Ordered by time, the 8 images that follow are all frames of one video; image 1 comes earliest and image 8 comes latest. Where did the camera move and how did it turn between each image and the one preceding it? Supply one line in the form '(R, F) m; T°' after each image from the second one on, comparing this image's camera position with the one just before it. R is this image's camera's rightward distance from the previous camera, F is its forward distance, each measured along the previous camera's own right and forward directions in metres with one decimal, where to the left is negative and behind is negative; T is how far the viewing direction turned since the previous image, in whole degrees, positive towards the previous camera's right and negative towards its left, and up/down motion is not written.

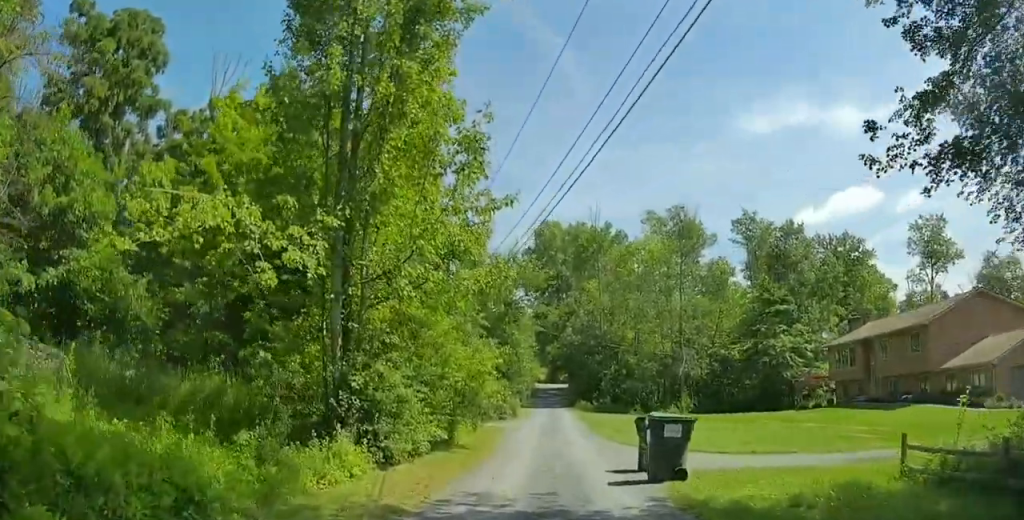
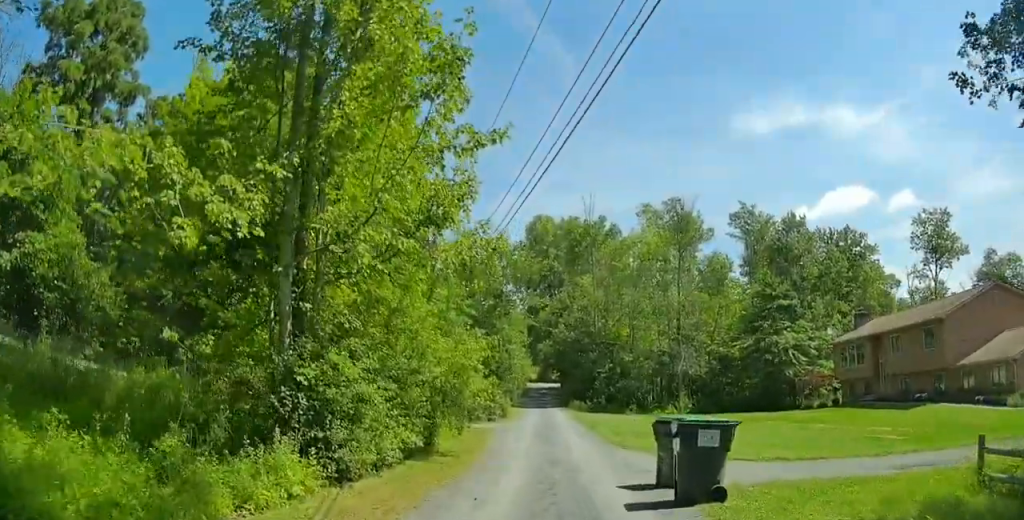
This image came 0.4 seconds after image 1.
(-0.1, +2.6) m; -1°
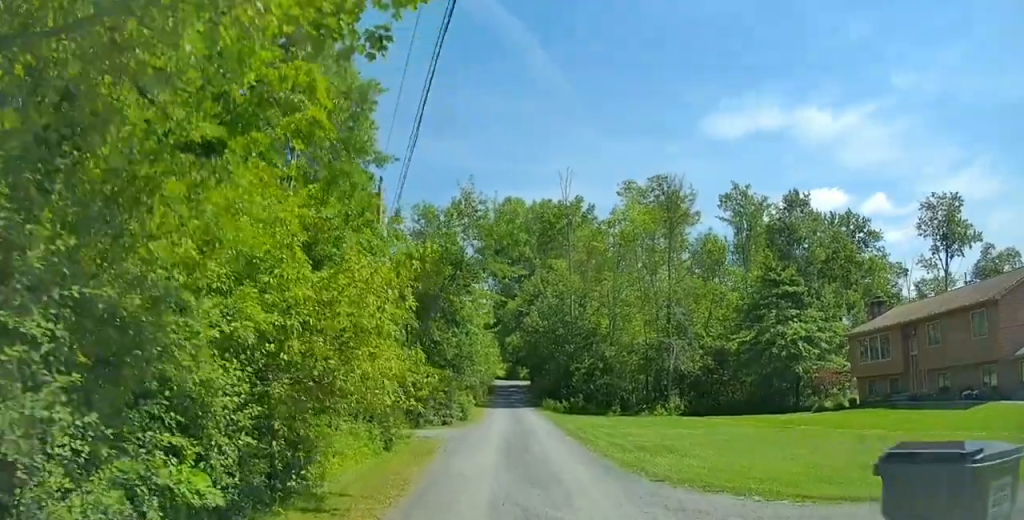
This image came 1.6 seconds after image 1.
(-0.1, +7.9) m; -3°
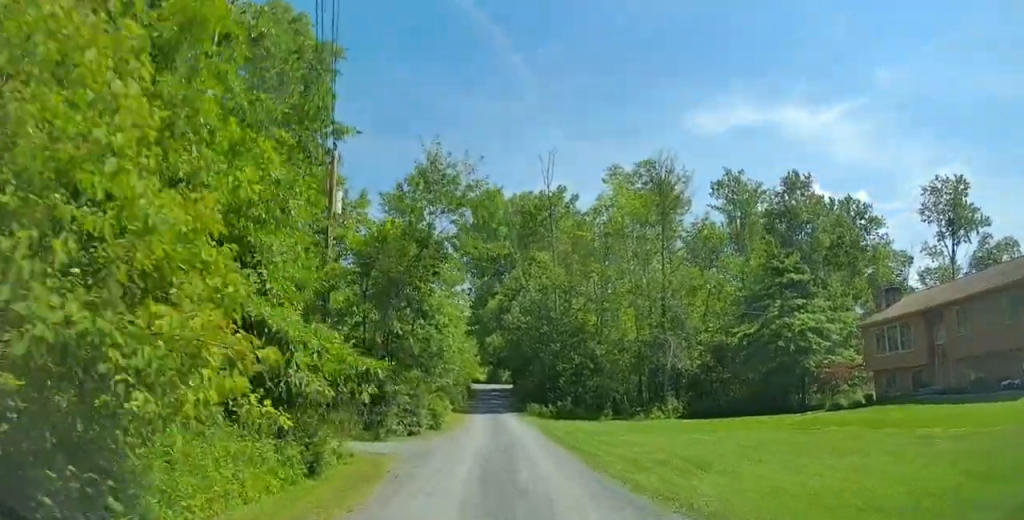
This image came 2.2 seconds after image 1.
(-0.2, +4.6) m; 0°
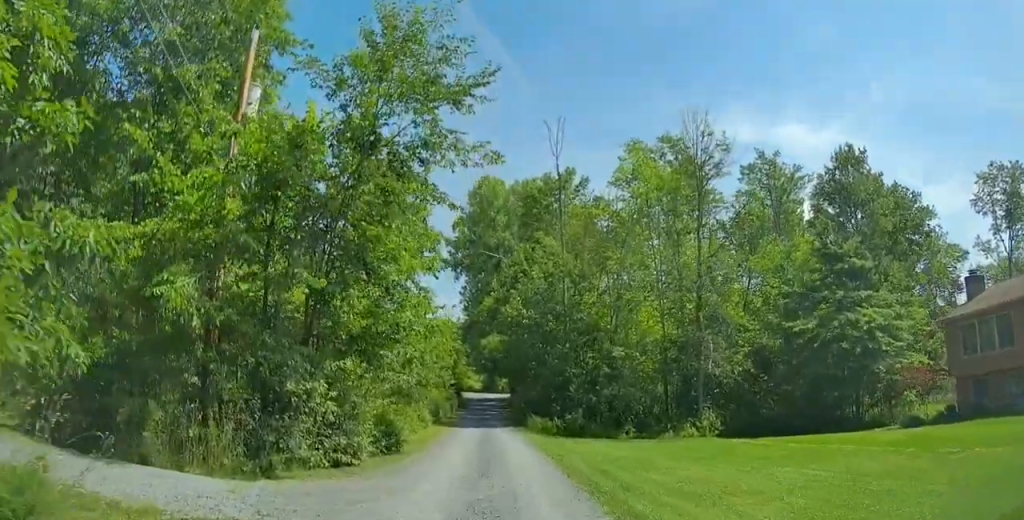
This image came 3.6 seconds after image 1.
(+0.2, +9.4) m; +6°
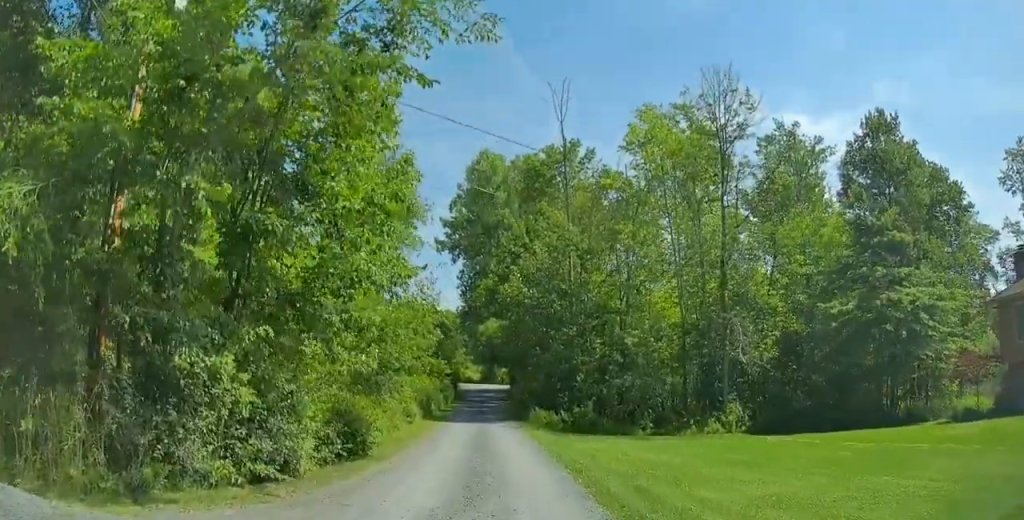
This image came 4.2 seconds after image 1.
(+0.3, +4.6) m; 0°
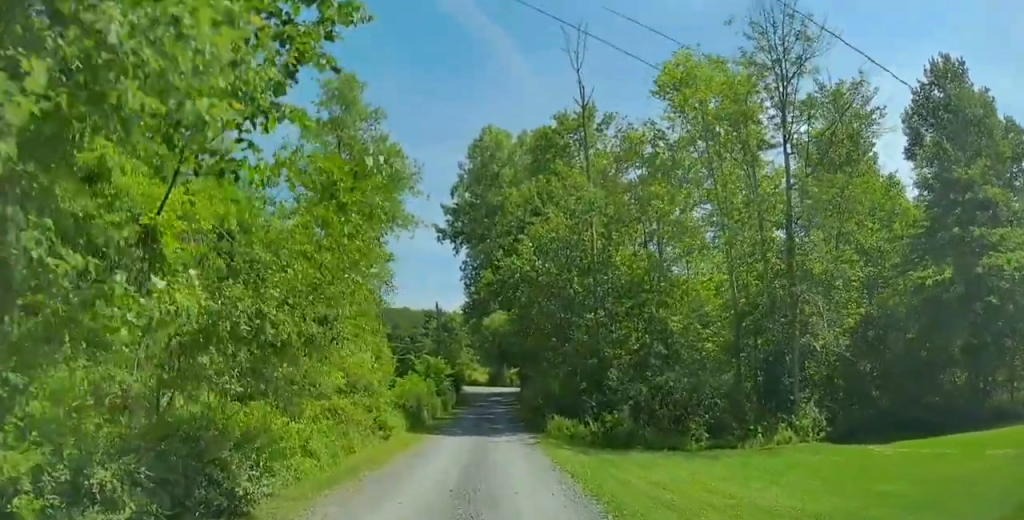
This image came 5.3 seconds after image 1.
(-0.1, +7.6) m; -1°
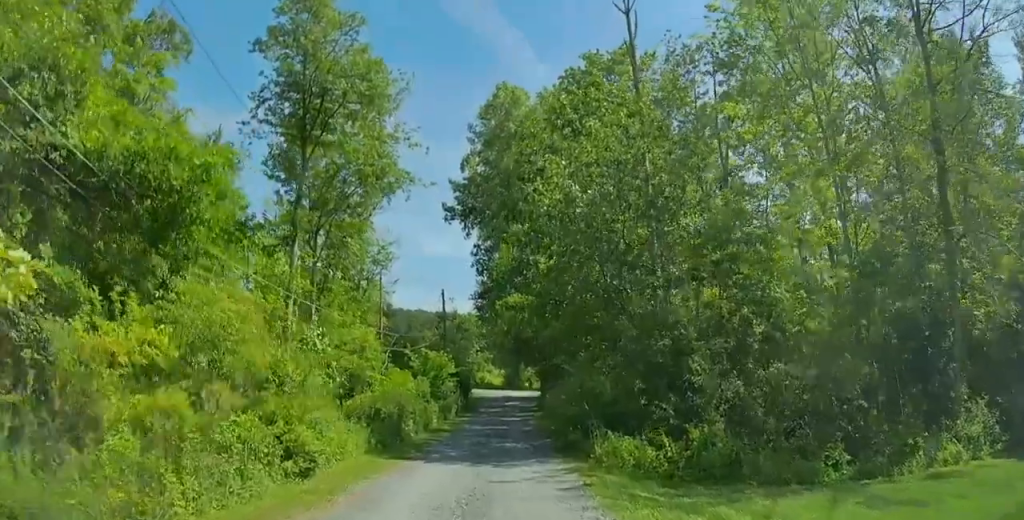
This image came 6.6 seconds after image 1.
(+0.1, +9.4) m; +4°
